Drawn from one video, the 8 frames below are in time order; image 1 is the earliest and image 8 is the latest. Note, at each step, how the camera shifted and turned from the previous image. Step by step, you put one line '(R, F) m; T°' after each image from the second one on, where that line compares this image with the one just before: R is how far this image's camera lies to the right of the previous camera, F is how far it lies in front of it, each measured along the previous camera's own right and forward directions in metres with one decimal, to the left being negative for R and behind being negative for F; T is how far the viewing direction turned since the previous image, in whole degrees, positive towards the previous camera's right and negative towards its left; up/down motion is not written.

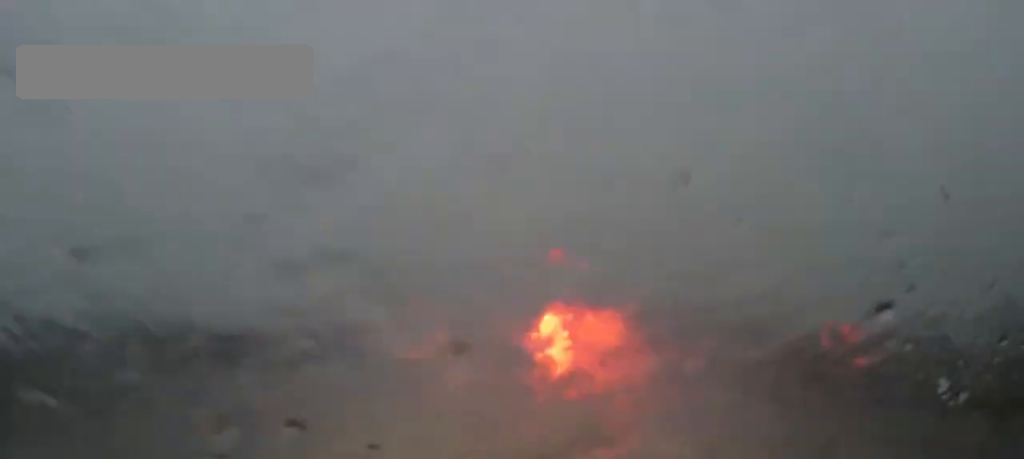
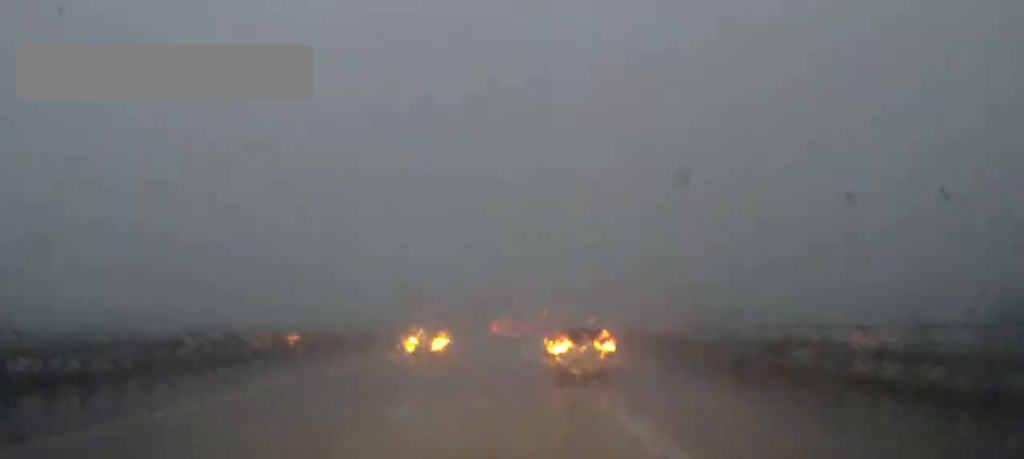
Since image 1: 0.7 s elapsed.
(0.0, +3.7) m; 0°
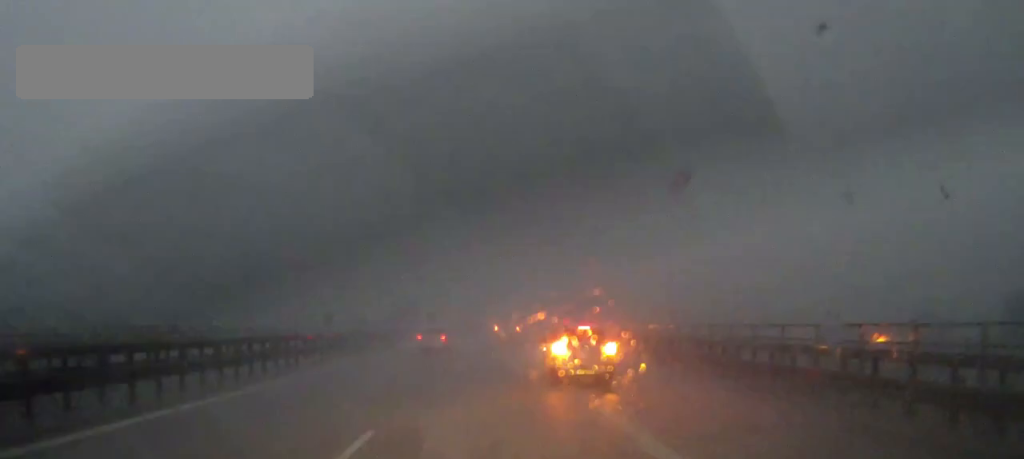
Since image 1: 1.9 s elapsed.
(0.0, +6.9) m; -1°
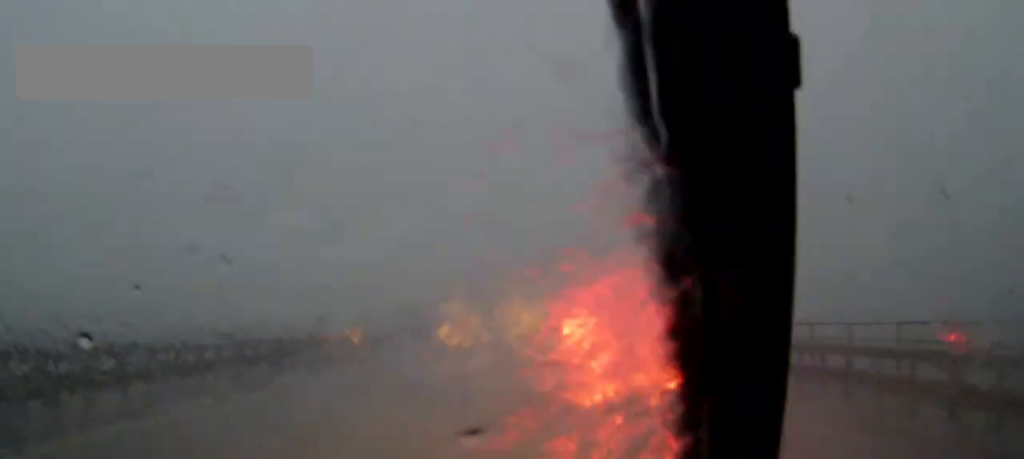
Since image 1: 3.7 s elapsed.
(-0.1, +9.7) m; -1°
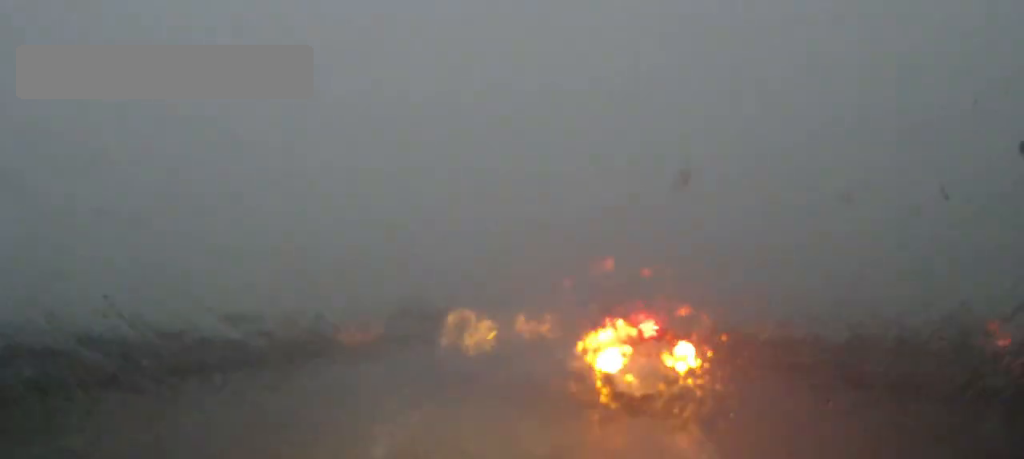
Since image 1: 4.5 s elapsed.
(0.0, +4.3) m; 0°
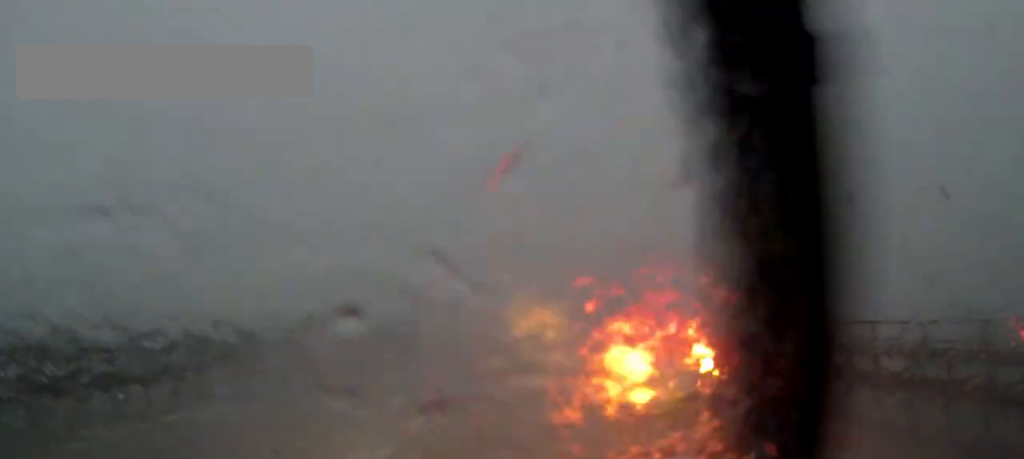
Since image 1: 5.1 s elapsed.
(0.0, +3.1) m; 0°
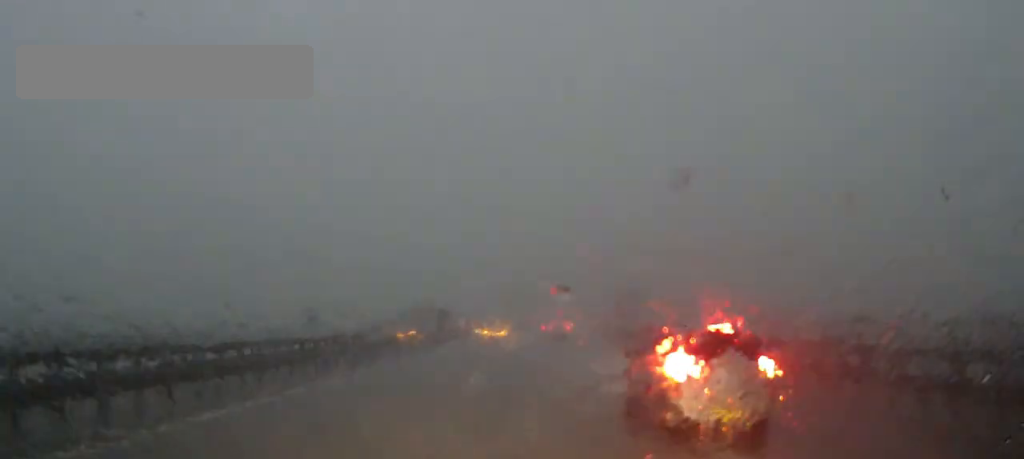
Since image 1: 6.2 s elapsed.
(0.0, +5.0) m; -1°
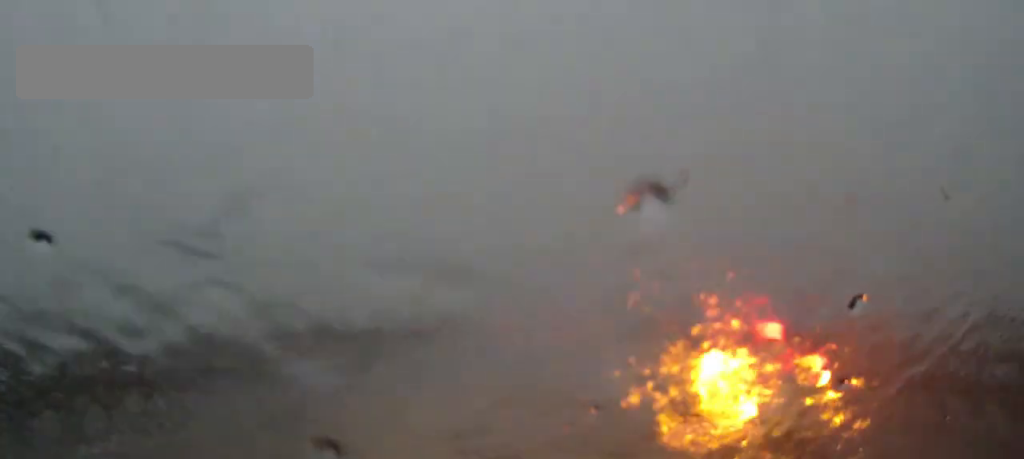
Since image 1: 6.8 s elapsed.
(-0.1, +2.9) m; 0°
